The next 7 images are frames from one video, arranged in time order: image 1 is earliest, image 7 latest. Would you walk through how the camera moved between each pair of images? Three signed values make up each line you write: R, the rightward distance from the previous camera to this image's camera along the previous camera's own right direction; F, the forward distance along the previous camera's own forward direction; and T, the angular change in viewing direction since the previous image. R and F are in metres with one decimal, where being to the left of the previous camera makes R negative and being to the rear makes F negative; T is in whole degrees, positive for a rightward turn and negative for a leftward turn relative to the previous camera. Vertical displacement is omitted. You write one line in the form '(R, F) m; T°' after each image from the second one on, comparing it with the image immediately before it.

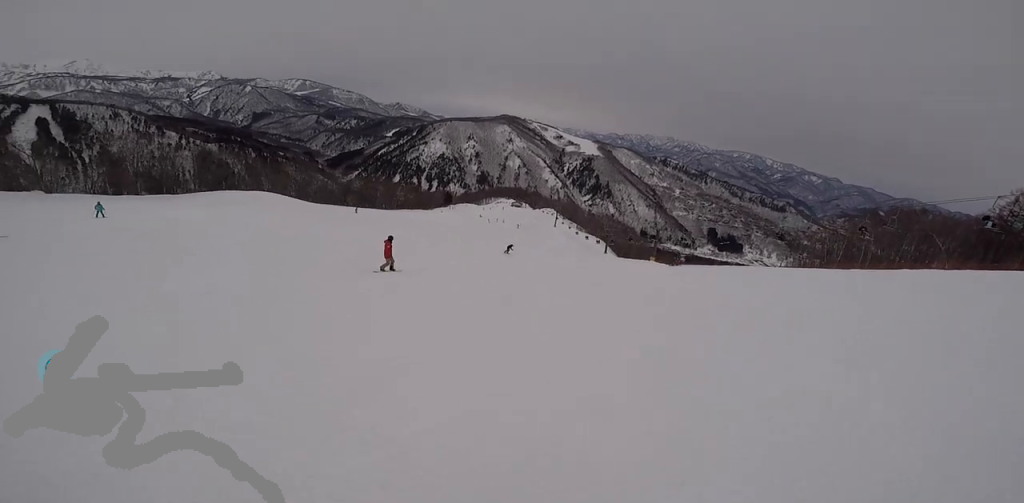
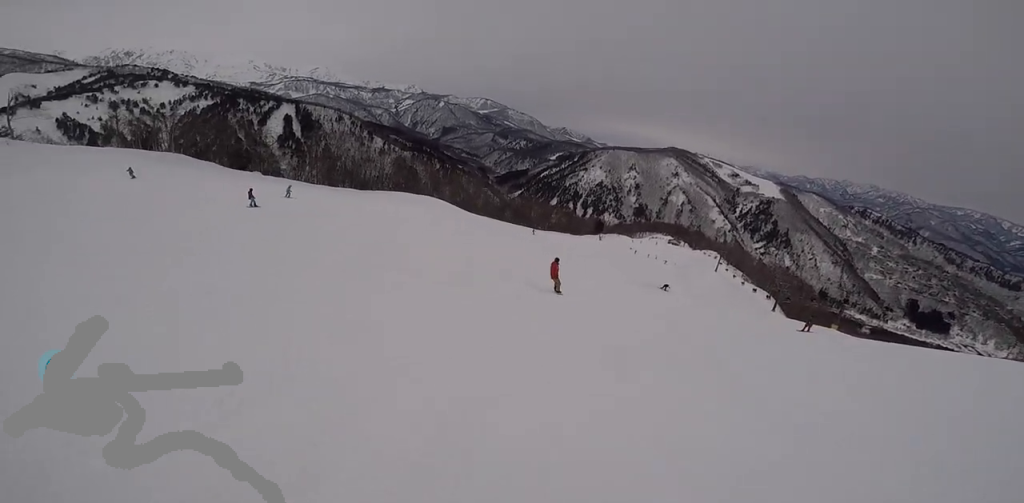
(-0.9, +3.9) m; -27°
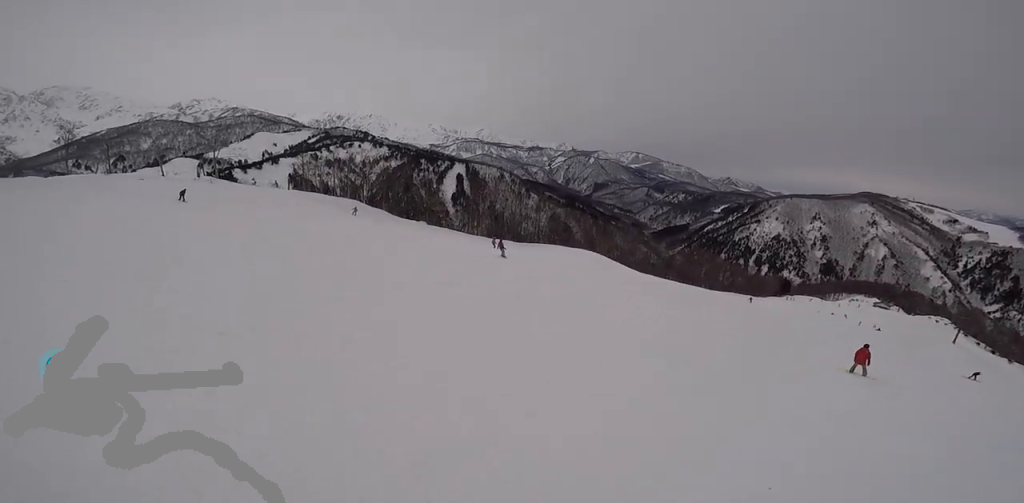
(-3.7, +7.0) m; -38°
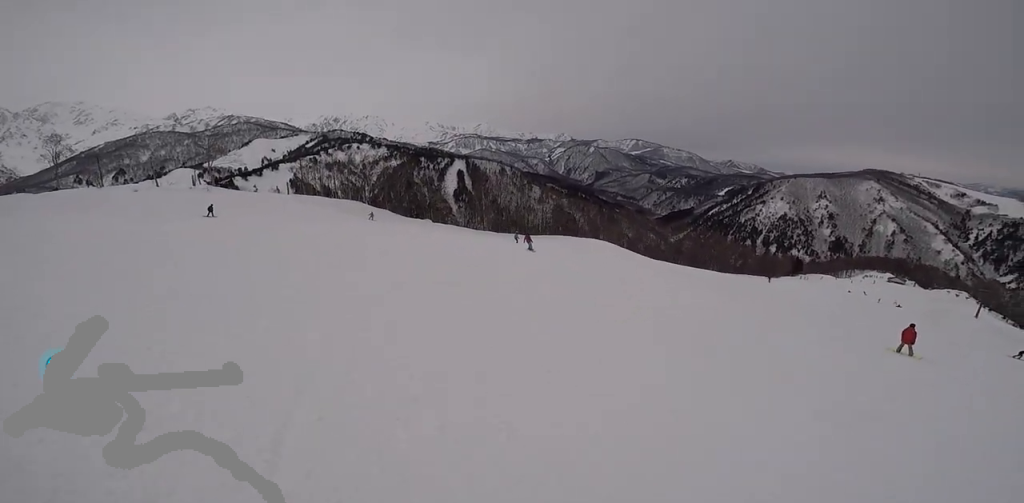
(0.0, +2.2) m; +7°
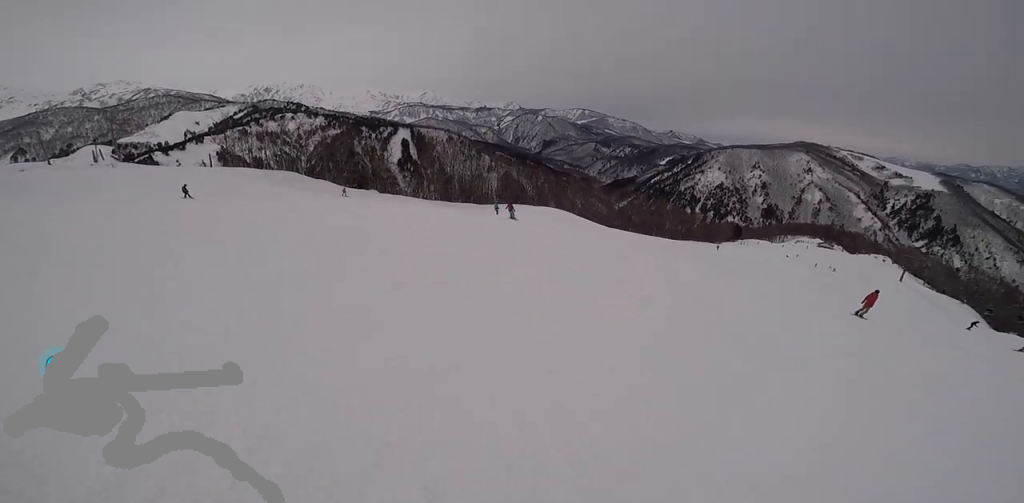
(+0.3, +3.3) m; +20°
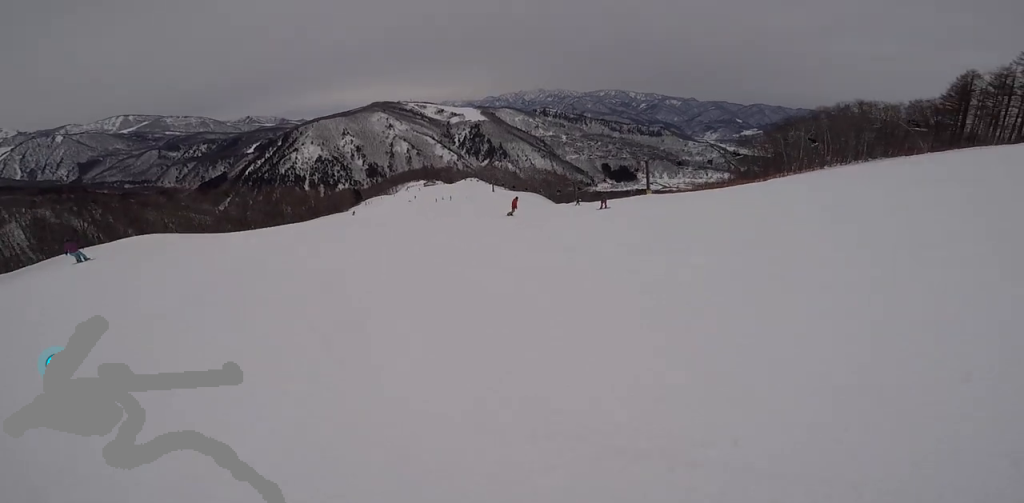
(+1.9, +4.4) m; +38°
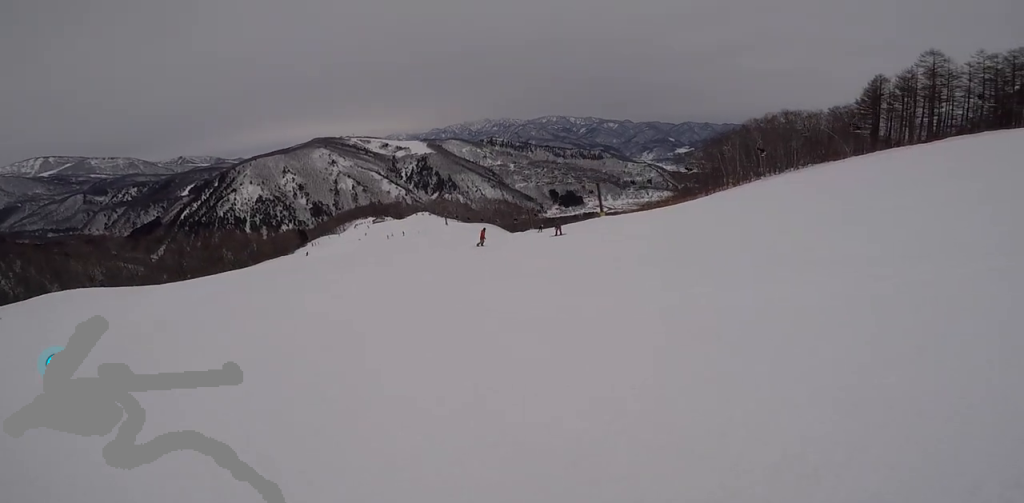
(+0.6, +2.3) m; +10°
